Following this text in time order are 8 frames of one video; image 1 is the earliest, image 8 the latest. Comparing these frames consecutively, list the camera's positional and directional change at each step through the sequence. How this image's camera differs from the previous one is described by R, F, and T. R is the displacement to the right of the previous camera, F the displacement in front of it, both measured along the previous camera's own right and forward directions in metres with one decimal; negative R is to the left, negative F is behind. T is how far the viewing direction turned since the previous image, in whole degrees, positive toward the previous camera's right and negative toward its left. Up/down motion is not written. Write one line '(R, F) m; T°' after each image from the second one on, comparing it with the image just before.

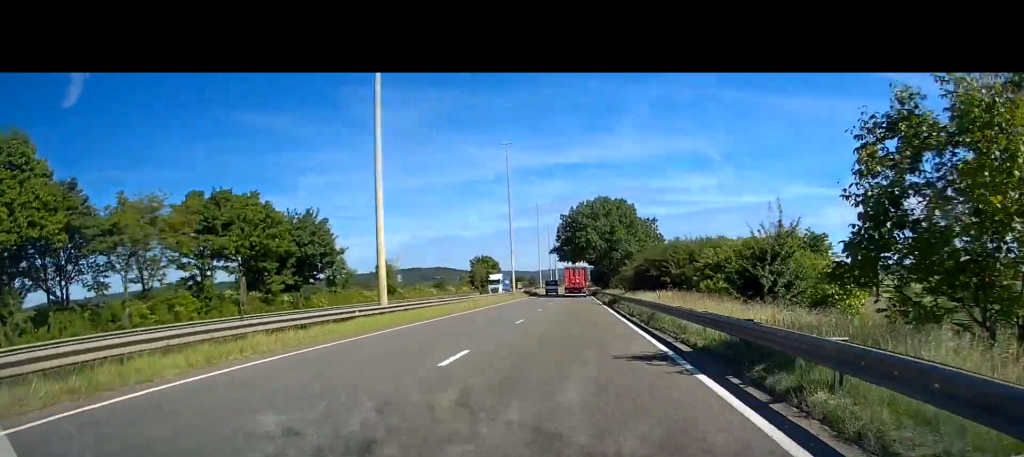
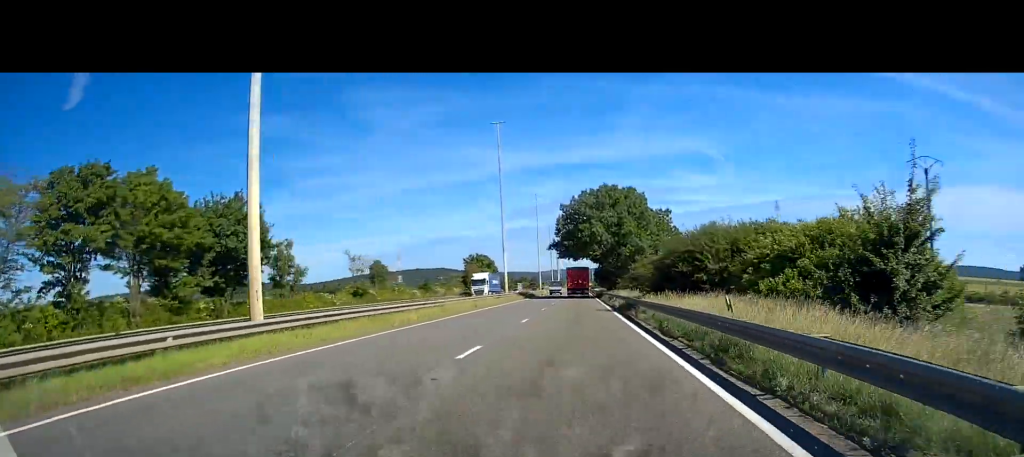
(+0.1, +11.5) m; 0°
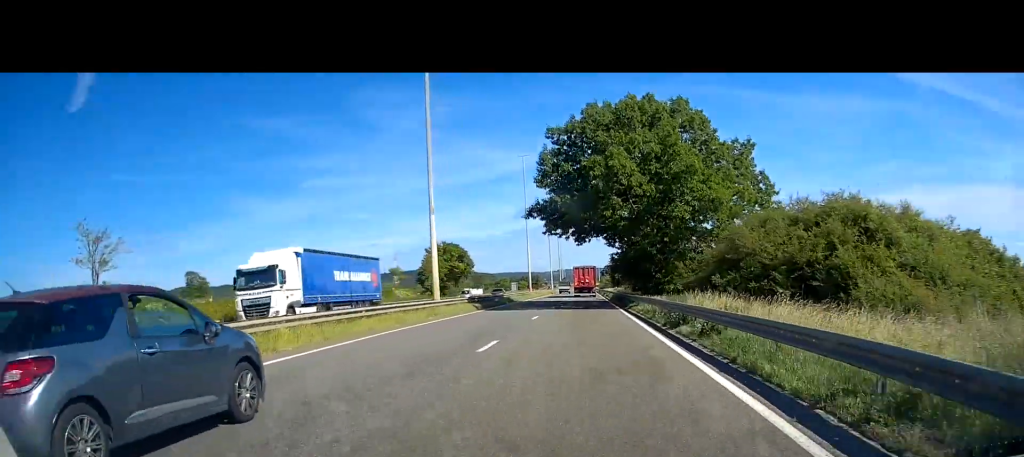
(-0.3, +37.2) m; 0°
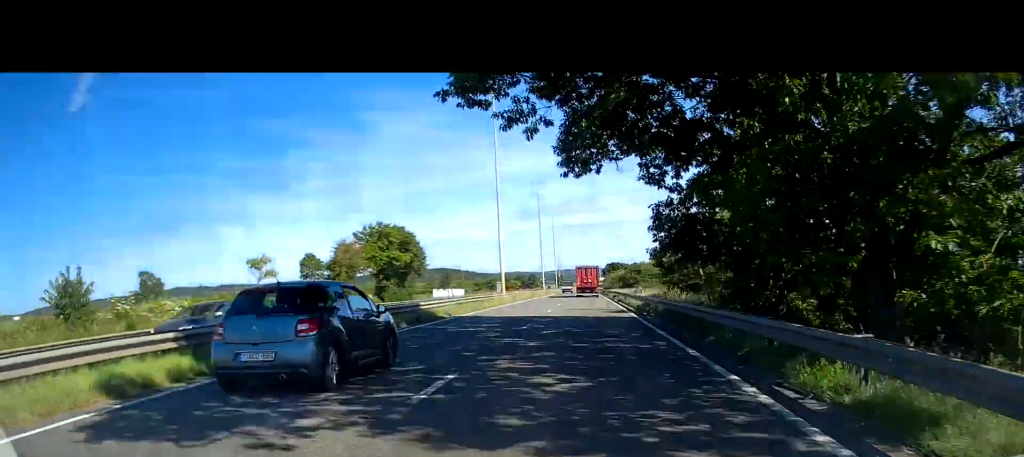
(+0.2, +31.5) m; +1°
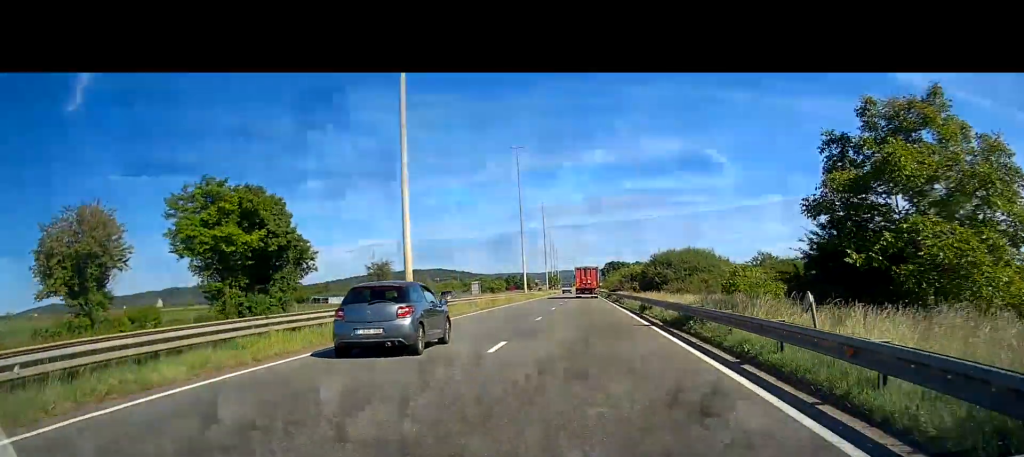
(+0.1, +32.3) m; 0°
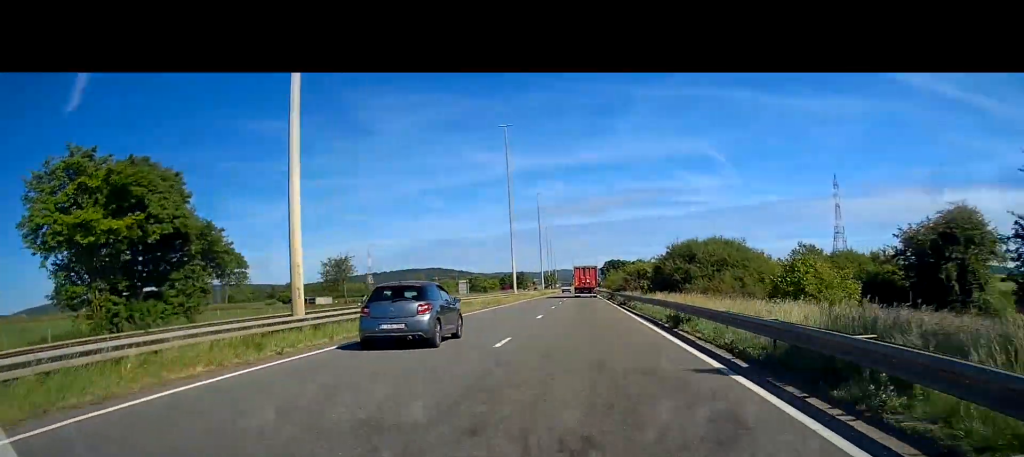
(0.0, +11.6) m; 0°
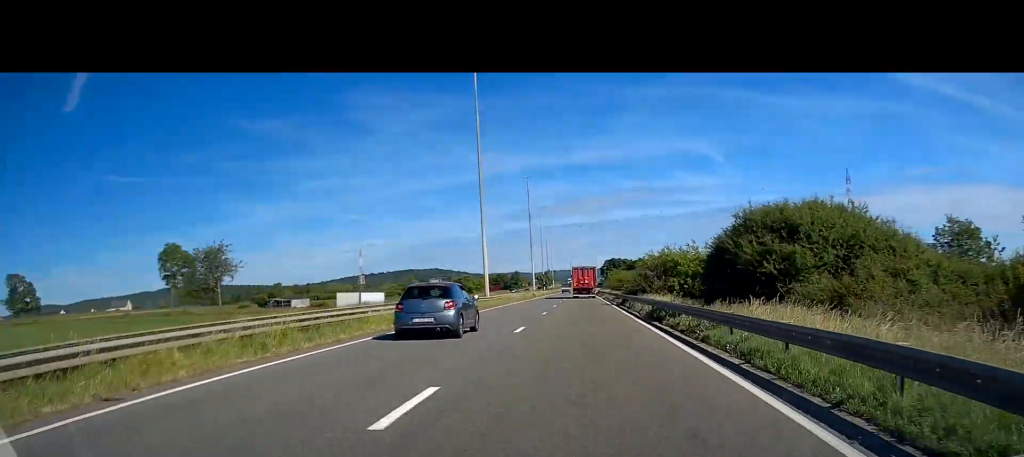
(0.0, +20.7) m; 0°
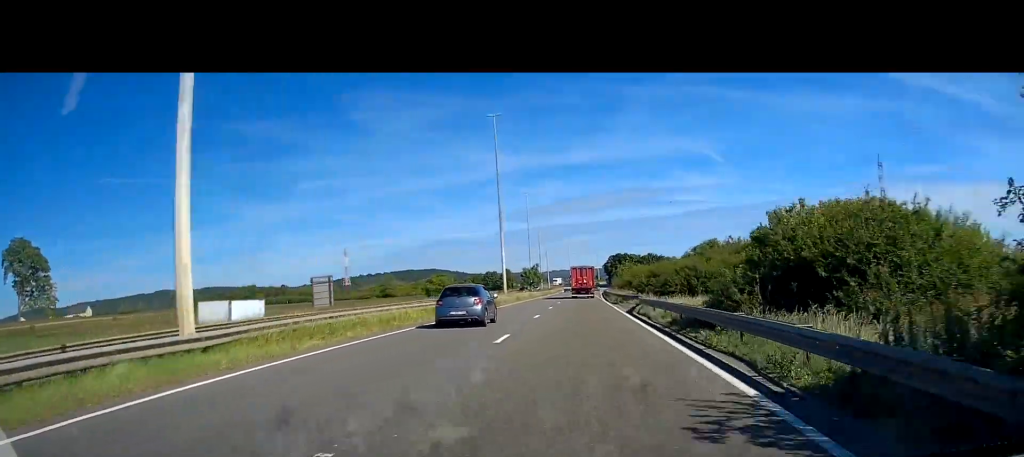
(-0.1, +41.5) m; 0°
